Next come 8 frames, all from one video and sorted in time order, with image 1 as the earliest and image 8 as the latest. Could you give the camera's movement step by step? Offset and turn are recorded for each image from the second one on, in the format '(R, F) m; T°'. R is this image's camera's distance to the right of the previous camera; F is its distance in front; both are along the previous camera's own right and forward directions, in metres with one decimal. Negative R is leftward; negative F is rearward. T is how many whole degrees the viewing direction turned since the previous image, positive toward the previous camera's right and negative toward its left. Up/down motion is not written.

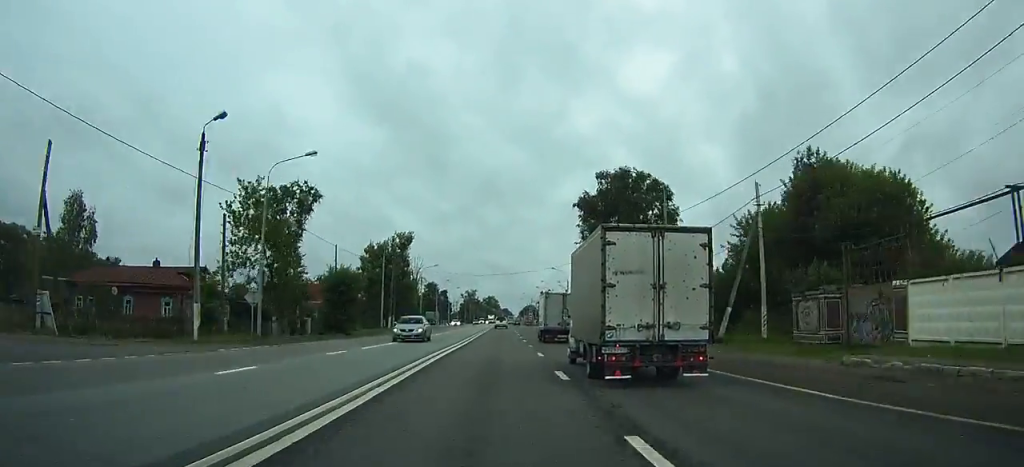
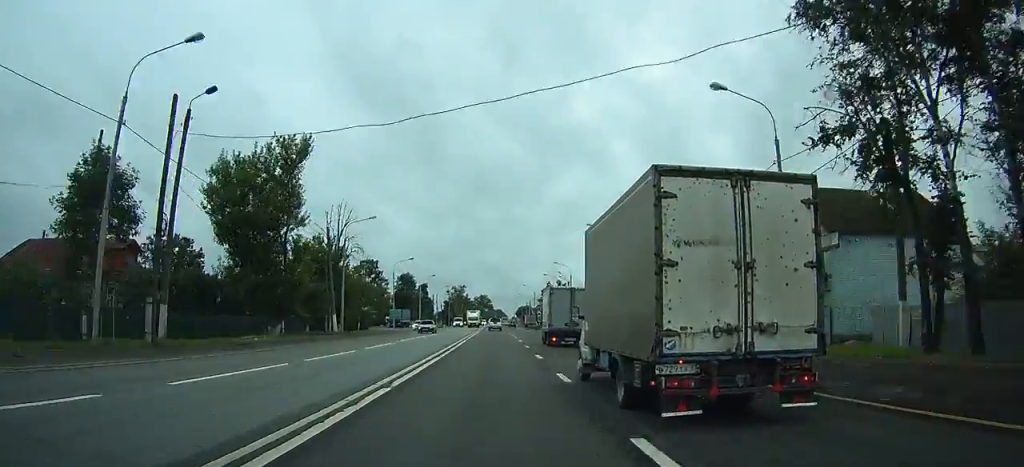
(0.0, +49.2) m; 0°
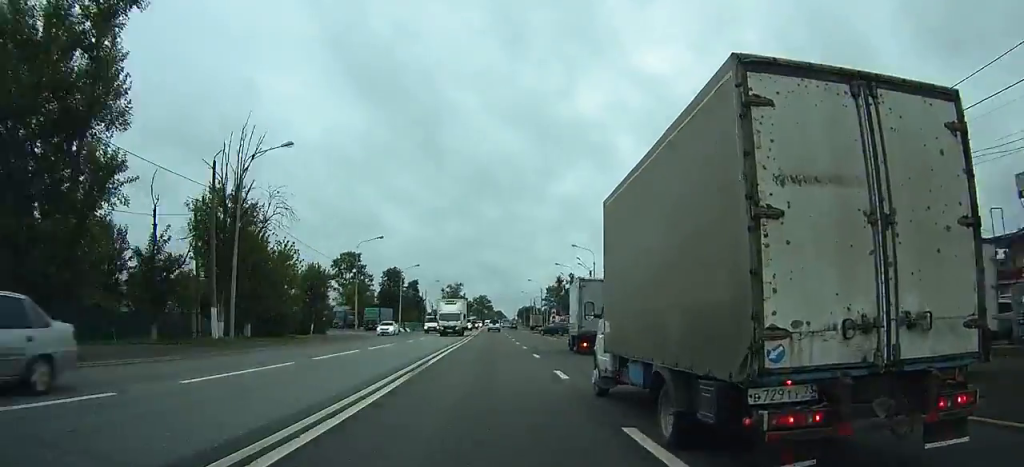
(0.0, +23.9) m; 0°
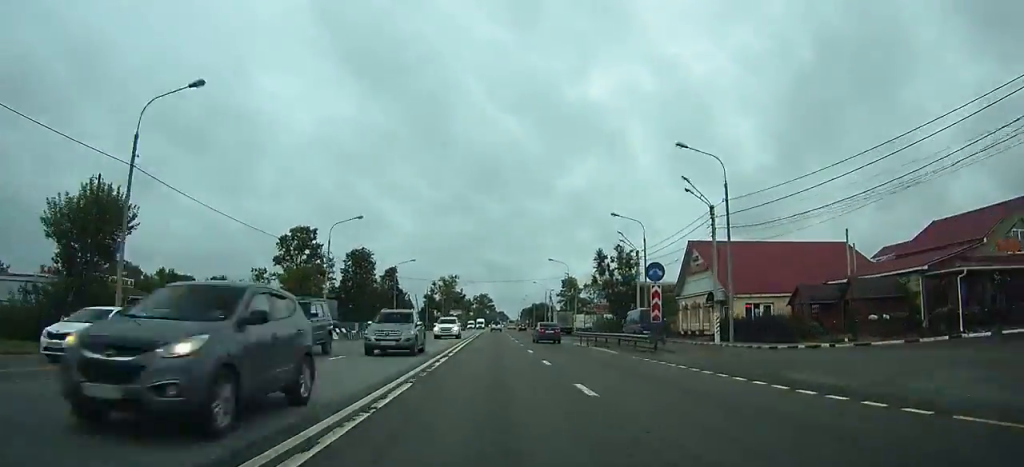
(-0.2, +43.3) m; -1°
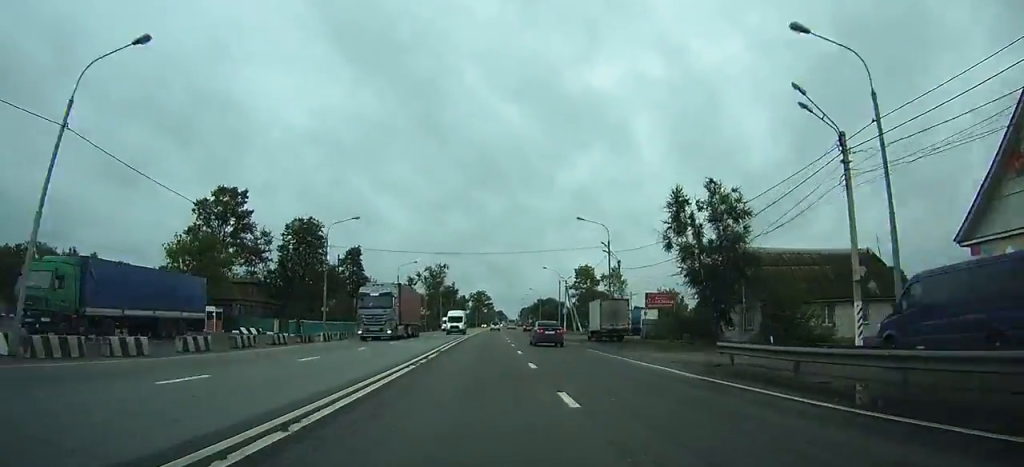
(0.0, +31.9) m; +1°
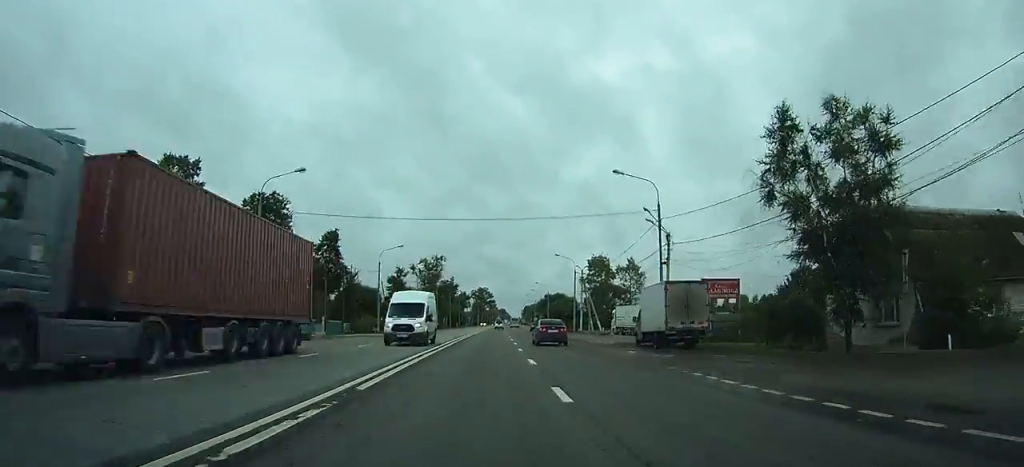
(+0.1, +15.2) m; 0°
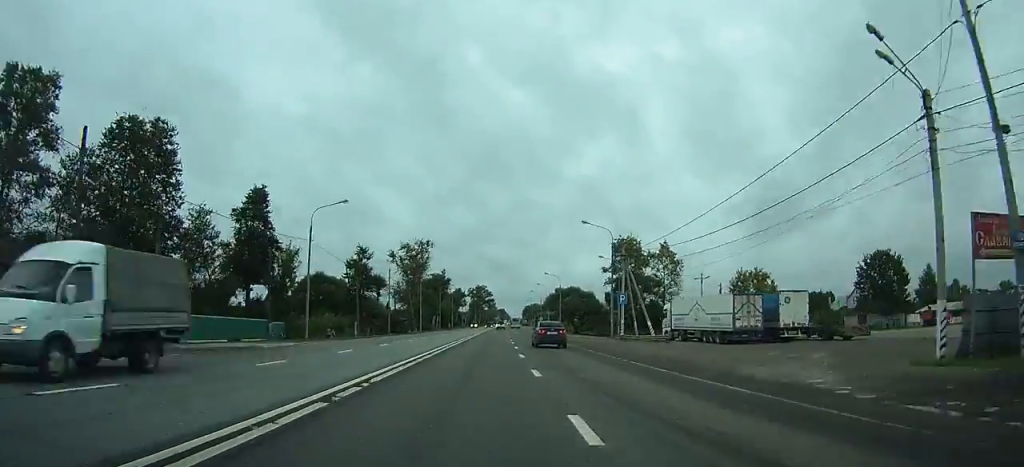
(+0.2, +26.4) m; 0°
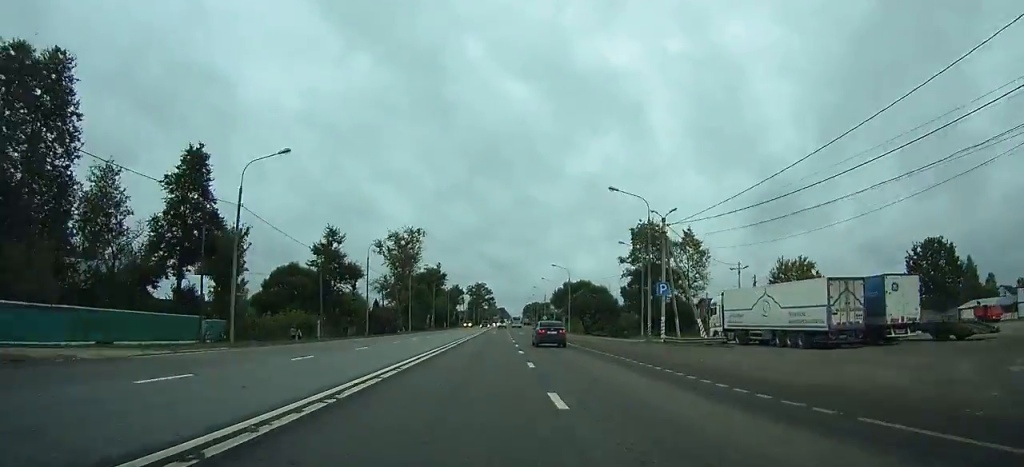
(0.0, +13.8) m; 0°
